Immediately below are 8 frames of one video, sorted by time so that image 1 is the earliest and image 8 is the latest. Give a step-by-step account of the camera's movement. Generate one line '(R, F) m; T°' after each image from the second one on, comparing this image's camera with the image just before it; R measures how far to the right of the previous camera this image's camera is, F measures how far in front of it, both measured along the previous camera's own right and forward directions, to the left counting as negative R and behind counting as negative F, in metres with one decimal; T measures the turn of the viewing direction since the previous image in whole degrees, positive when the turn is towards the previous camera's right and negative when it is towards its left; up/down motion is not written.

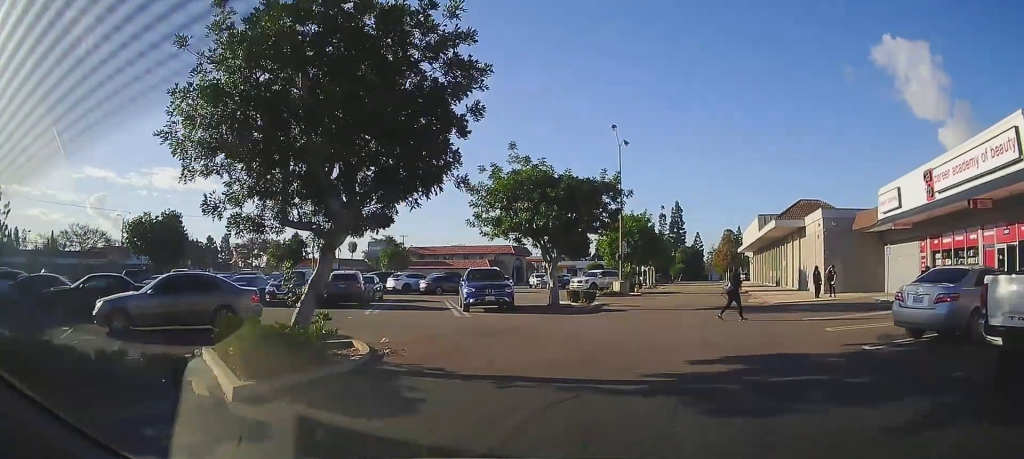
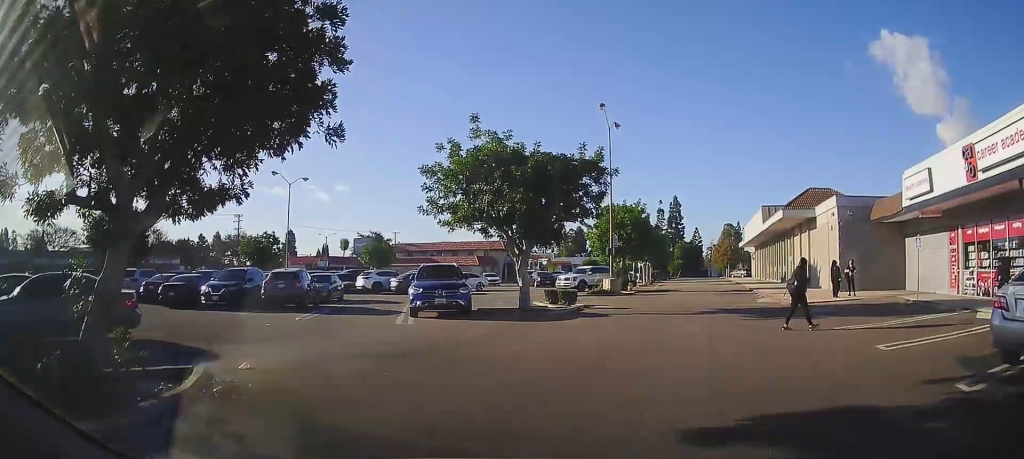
(0.0, +3.3) m; +3°
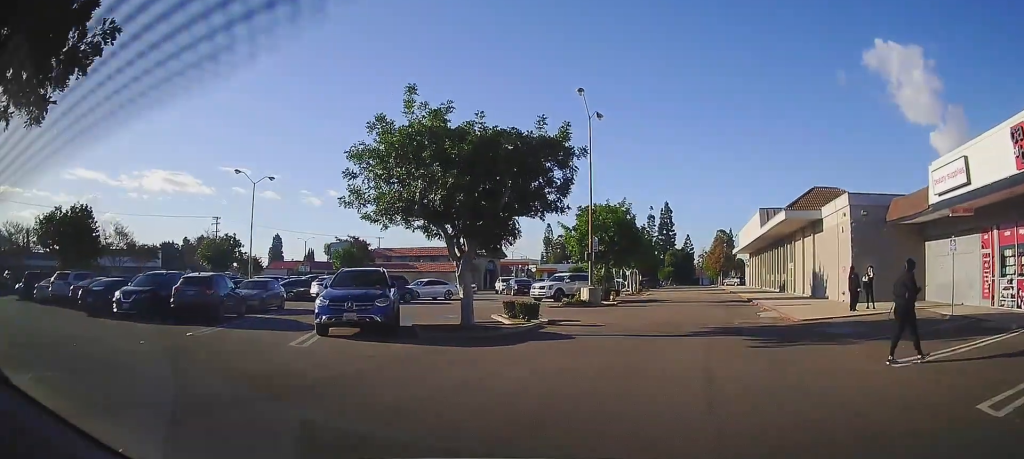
(+0.2, +3.8) m; +1°
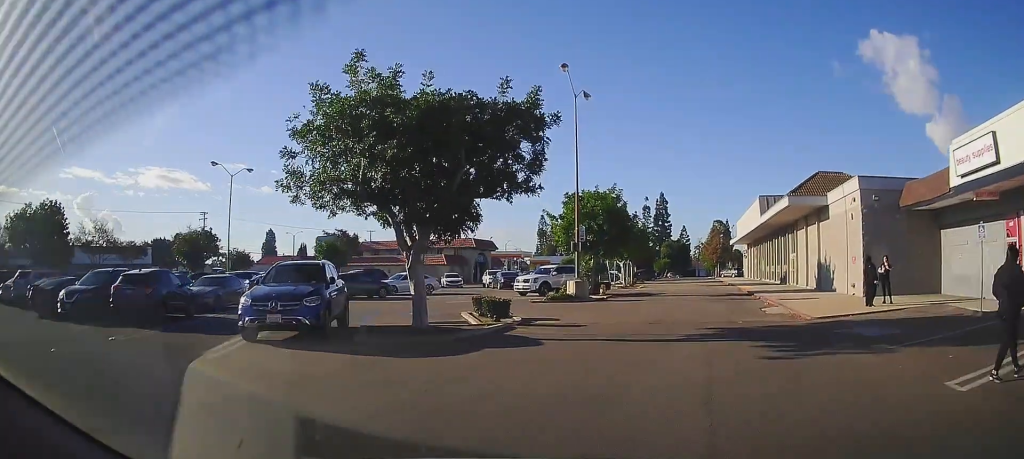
(0.0, +2.5) m; 0°
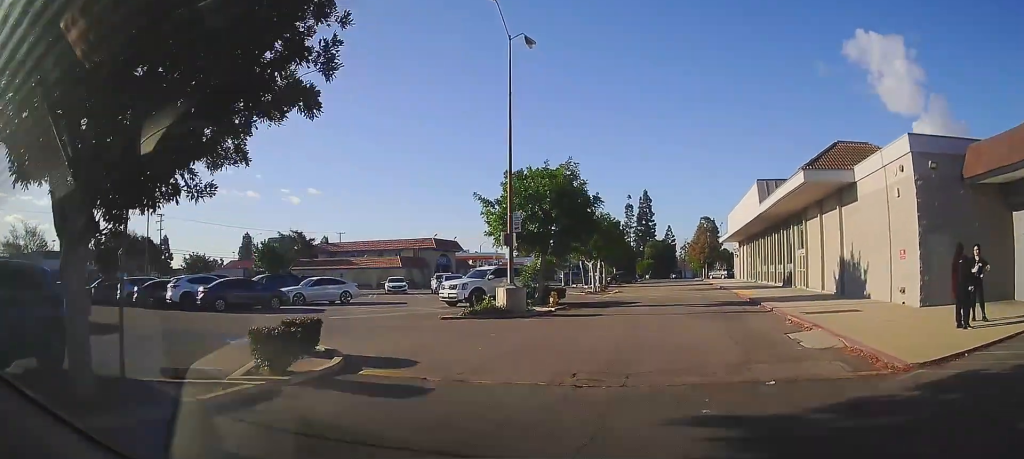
(-0.1, +8.4) m; 0°
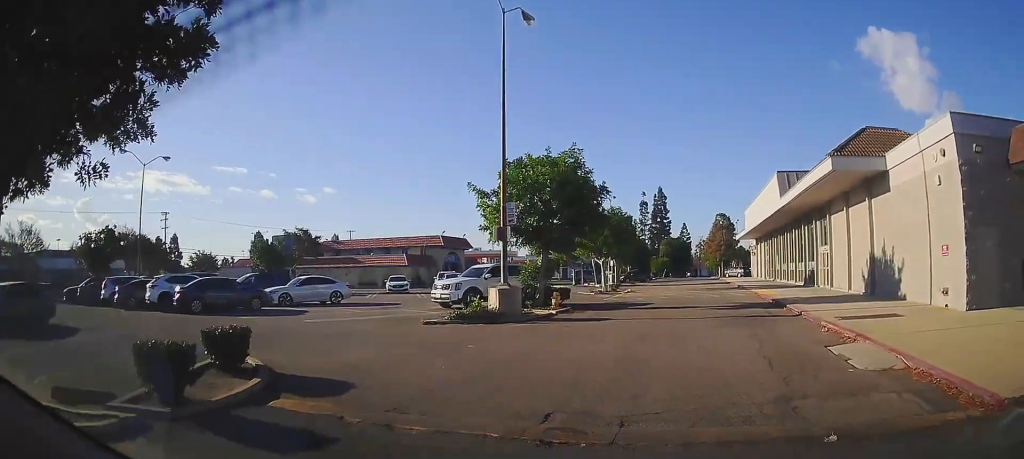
(-0.1, +2.4) m; +2°
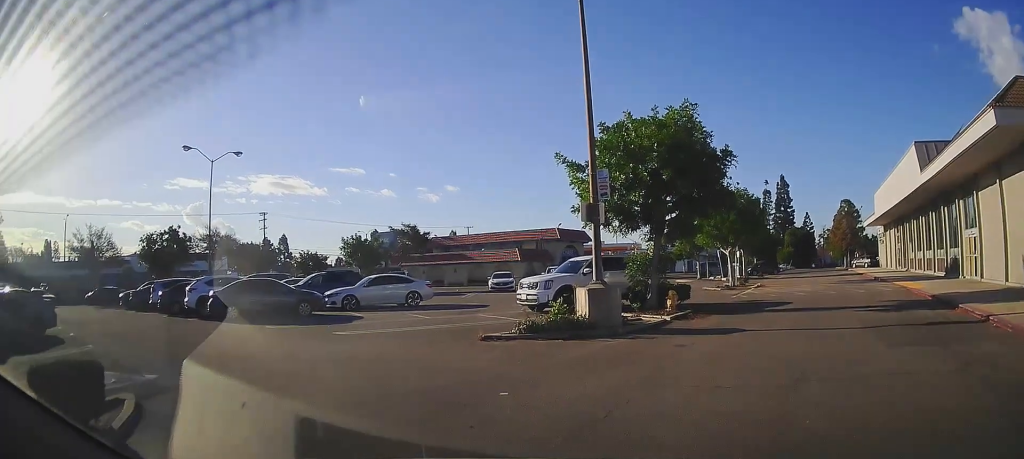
(+0.1, +5.8) m; -9°
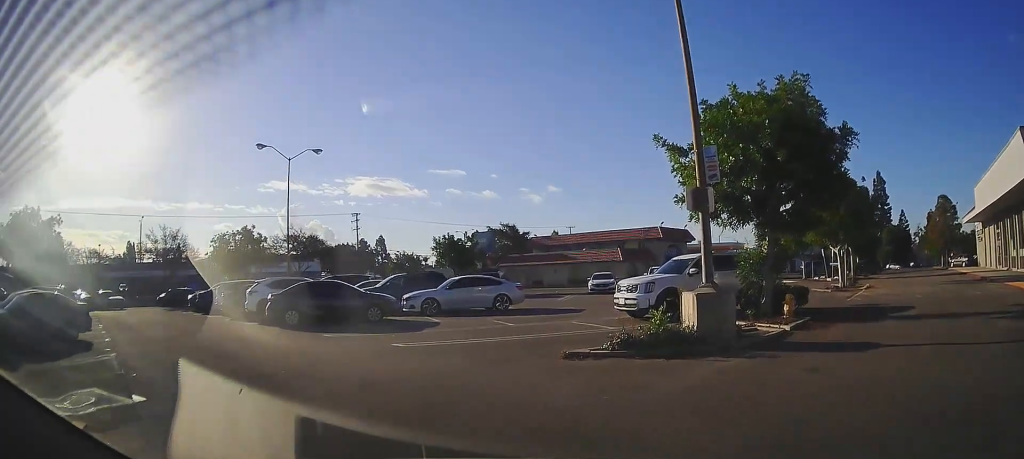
(-0.1, +2.7) m; -15°
